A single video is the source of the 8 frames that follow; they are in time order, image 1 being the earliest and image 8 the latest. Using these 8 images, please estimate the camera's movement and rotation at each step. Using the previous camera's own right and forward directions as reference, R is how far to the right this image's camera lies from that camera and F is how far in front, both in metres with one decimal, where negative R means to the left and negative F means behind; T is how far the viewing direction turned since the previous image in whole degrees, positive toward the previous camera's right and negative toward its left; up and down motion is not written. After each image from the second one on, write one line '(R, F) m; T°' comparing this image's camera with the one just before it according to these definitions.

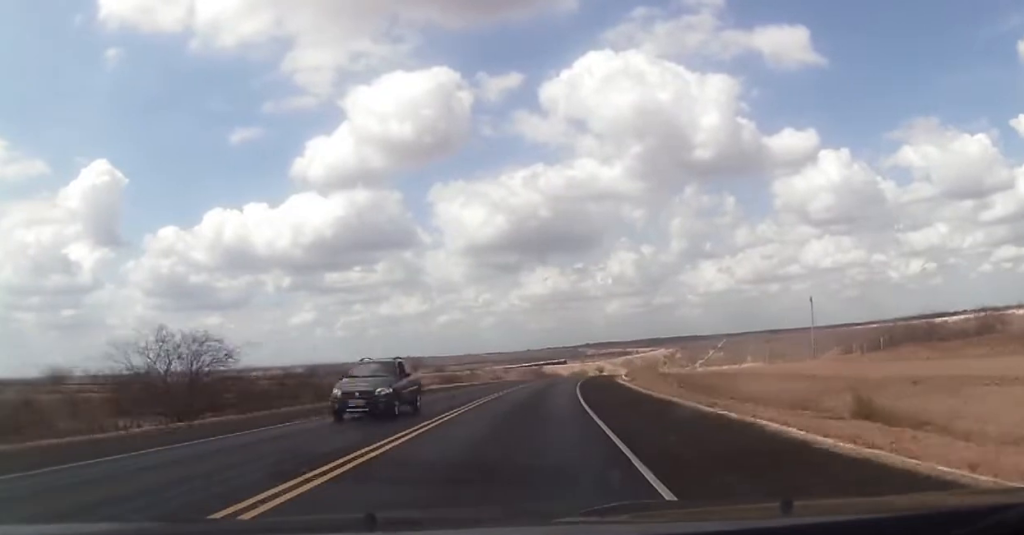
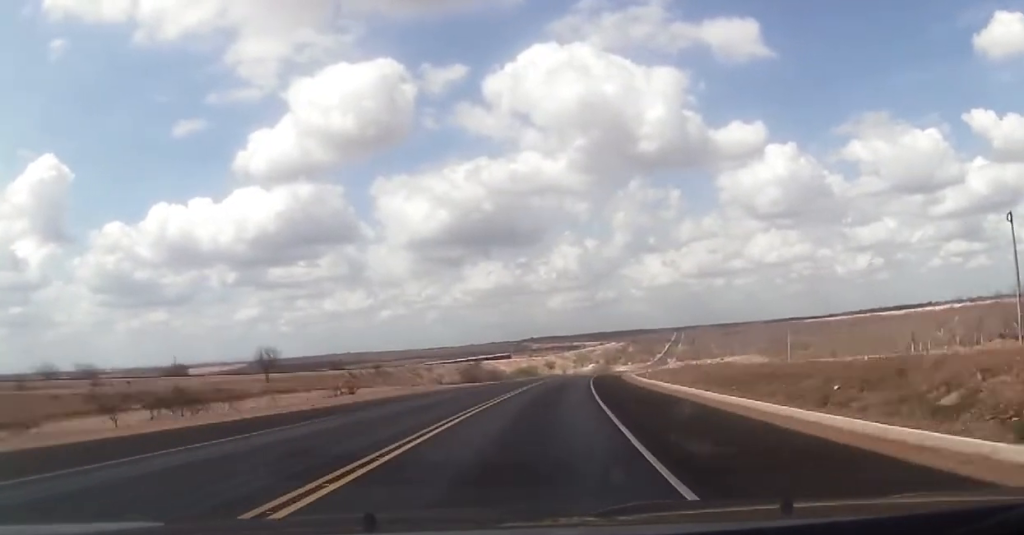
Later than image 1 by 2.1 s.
(+1.7, +59.6) m; +3°
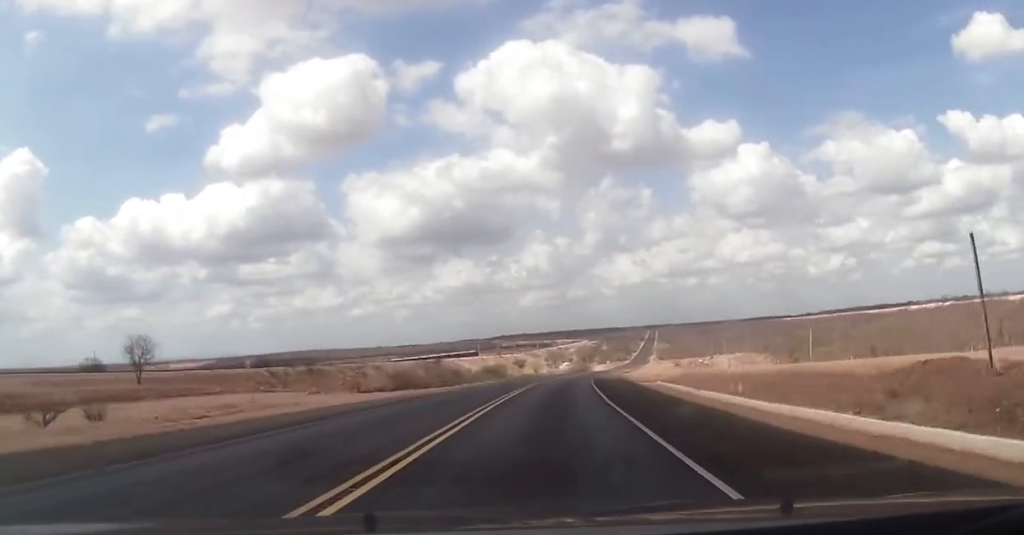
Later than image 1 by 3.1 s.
(+0.1, +27.5) m; +2°
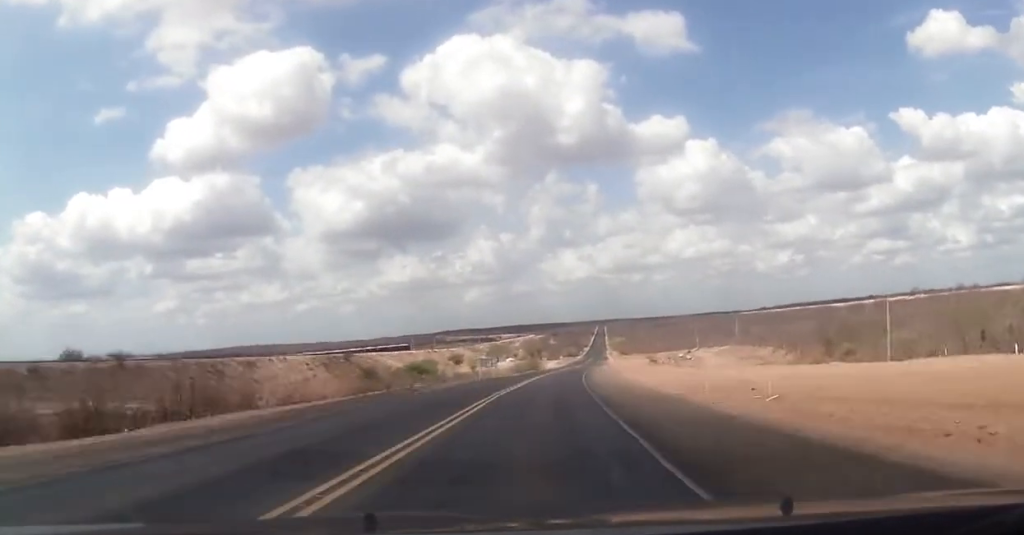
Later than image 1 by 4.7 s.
(+2.5, +45.2) m; +6°
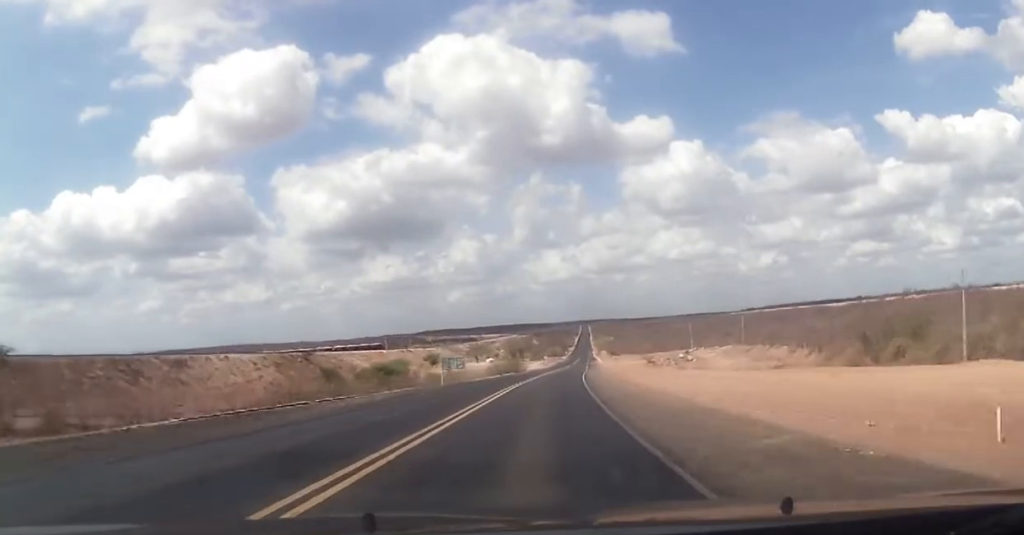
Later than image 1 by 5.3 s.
(+0.4, +18.6) m; +1°
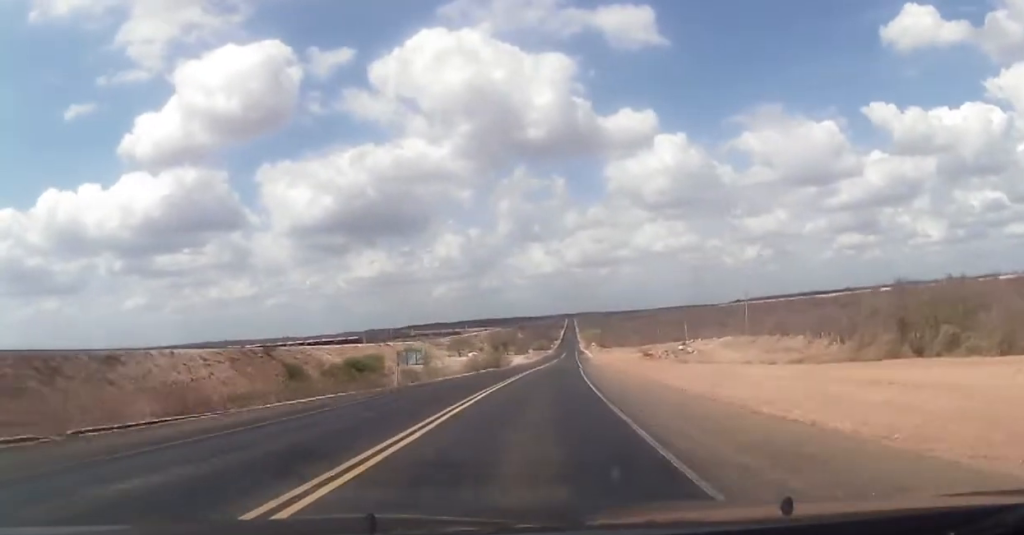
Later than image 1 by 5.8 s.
(0.0, +14.0) m; 0°
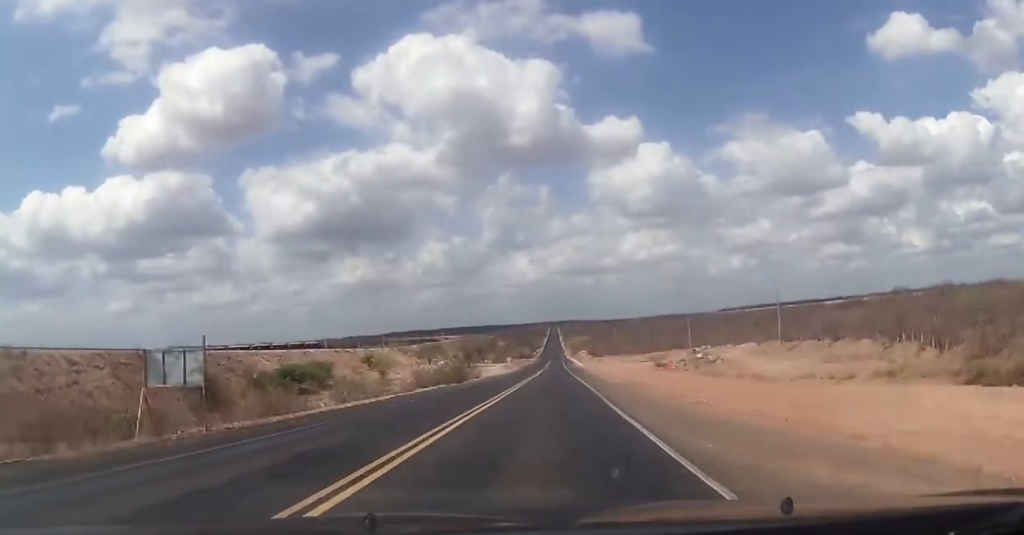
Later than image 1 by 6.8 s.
(+0.3, +31.1) m; +2°
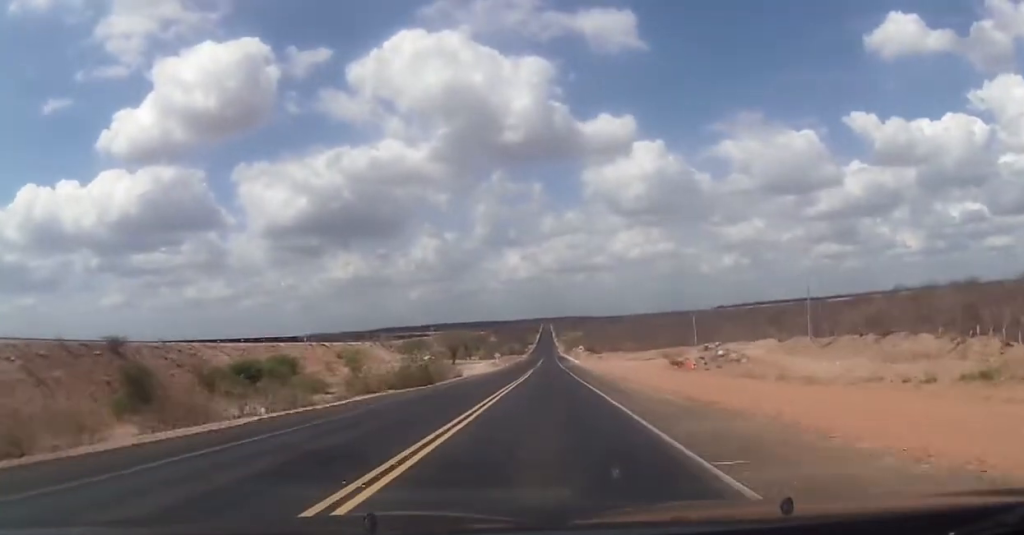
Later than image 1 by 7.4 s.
(0.0, +17.1) m; +2°
